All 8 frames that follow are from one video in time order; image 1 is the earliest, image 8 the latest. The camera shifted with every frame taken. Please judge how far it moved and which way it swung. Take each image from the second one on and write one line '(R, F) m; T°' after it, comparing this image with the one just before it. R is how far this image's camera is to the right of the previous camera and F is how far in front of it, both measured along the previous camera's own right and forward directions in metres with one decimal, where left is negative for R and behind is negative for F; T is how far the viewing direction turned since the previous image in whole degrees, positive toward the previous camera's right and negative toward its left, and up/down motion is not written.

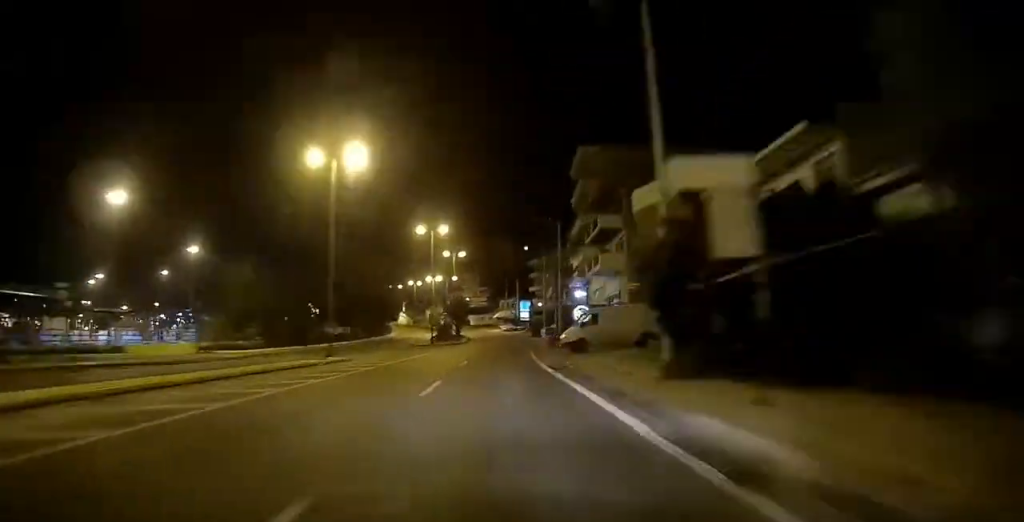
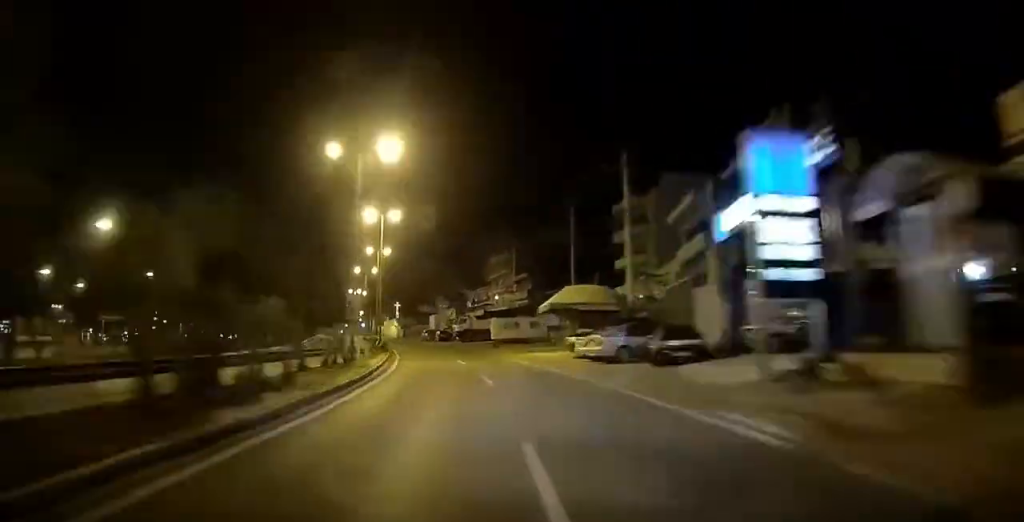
(+0.4, +80.3) m; -4°
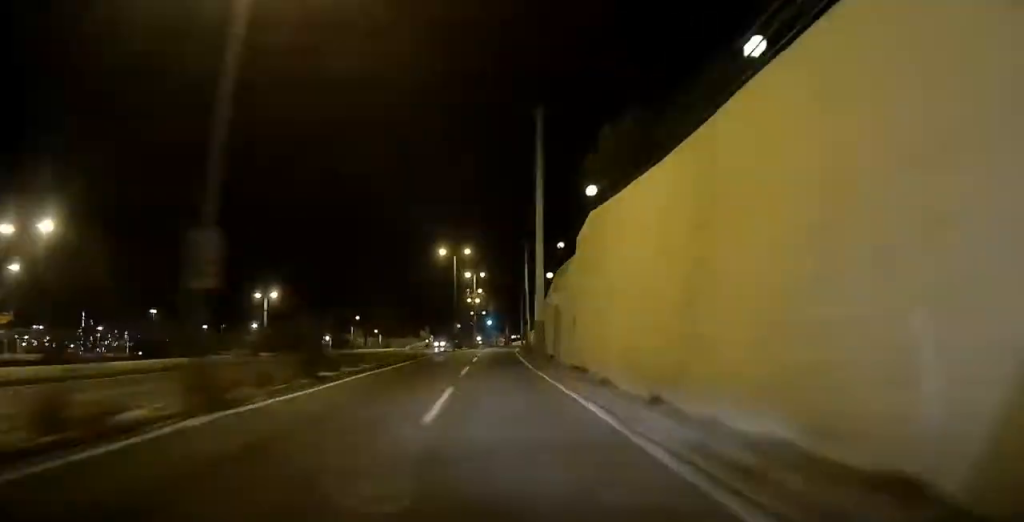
(-26.3, +232.5) m; -6°
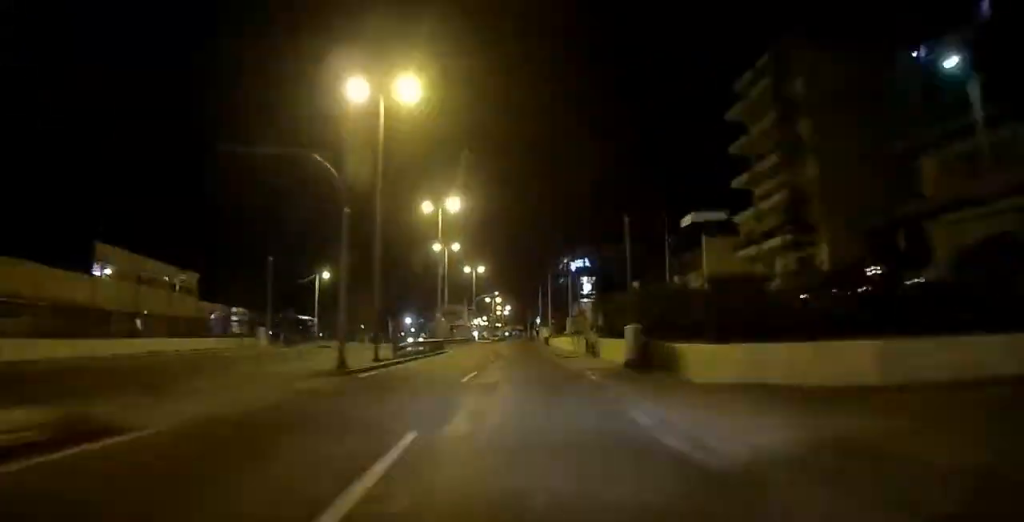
(+5.5, +187.0) m; +5°
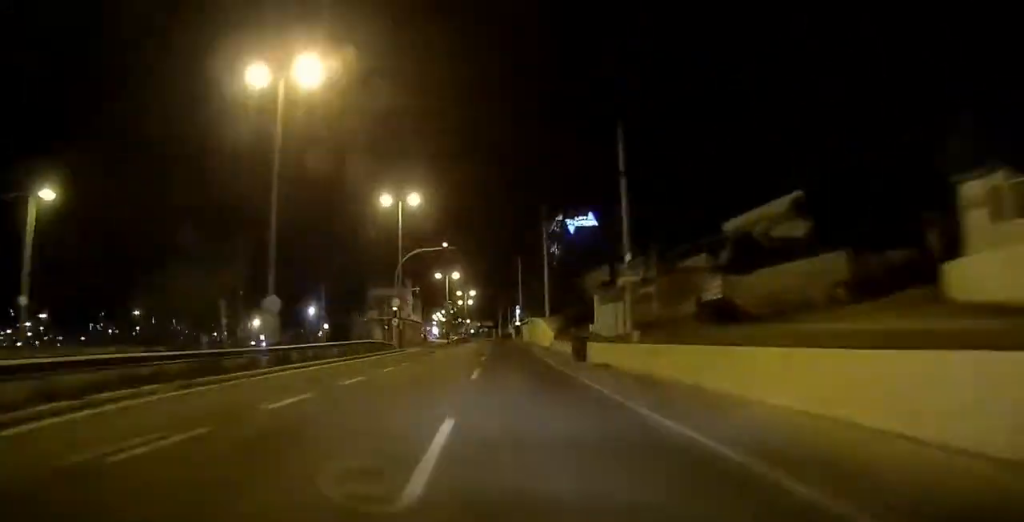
(+2.2, +47.1) m; 0°
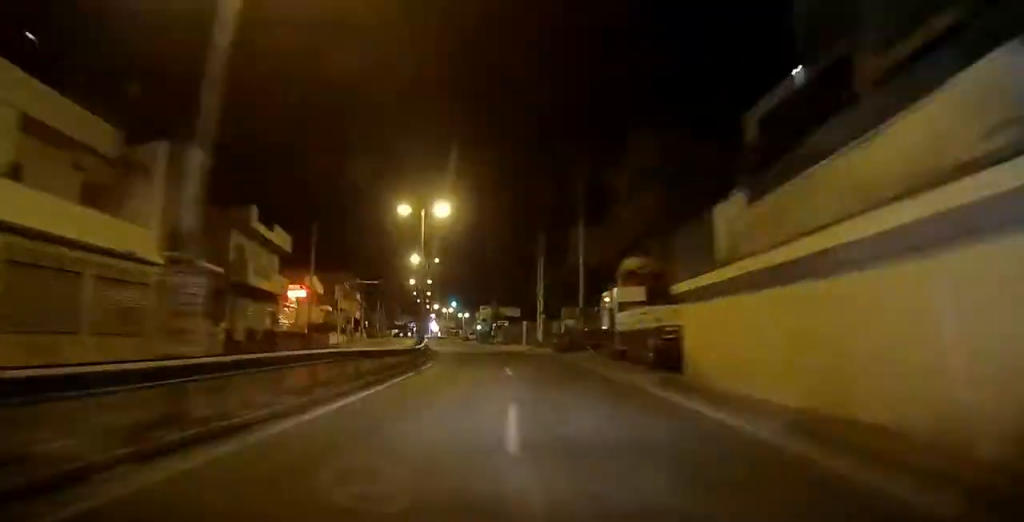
(+0.4, +95.8) m; 0°
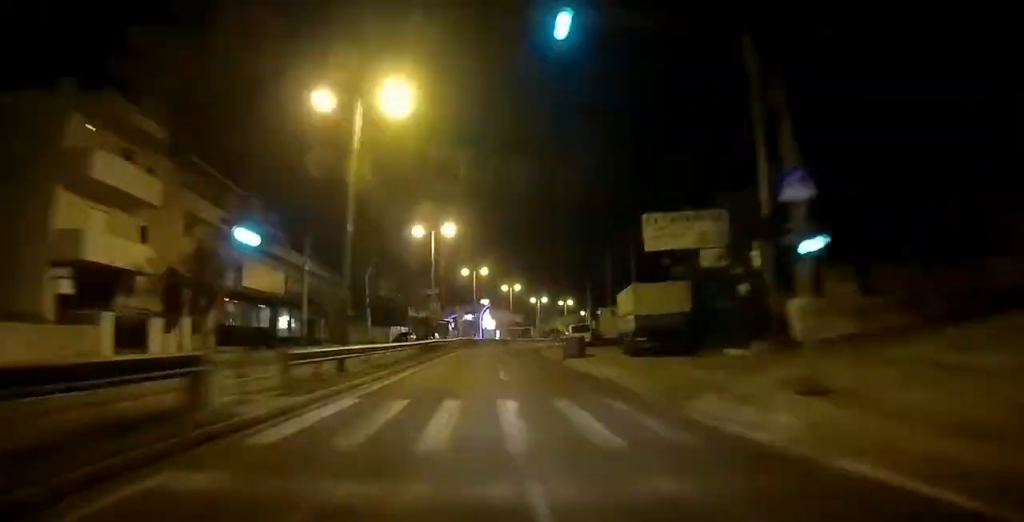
(-4.0, +87.0) m; +2°
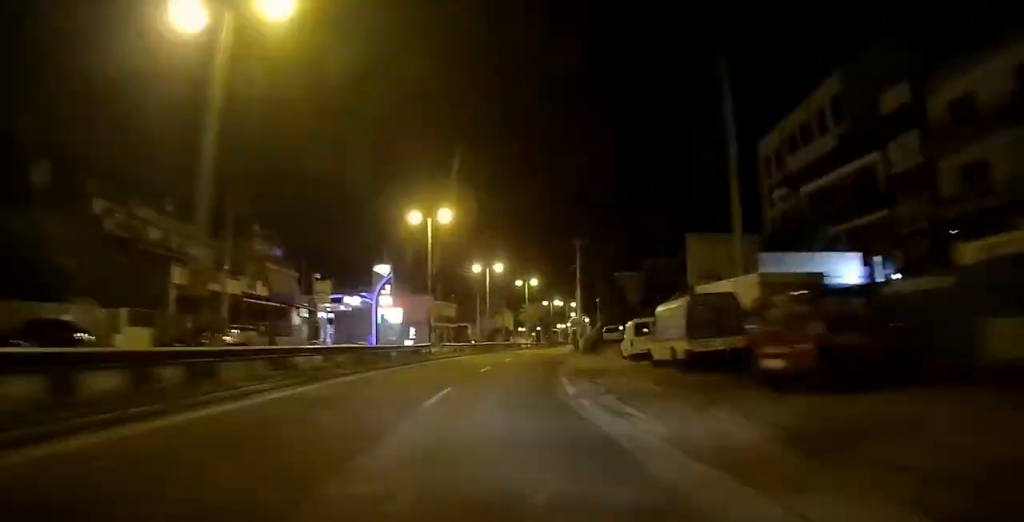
(+3.6, +56.6) m; +4°
